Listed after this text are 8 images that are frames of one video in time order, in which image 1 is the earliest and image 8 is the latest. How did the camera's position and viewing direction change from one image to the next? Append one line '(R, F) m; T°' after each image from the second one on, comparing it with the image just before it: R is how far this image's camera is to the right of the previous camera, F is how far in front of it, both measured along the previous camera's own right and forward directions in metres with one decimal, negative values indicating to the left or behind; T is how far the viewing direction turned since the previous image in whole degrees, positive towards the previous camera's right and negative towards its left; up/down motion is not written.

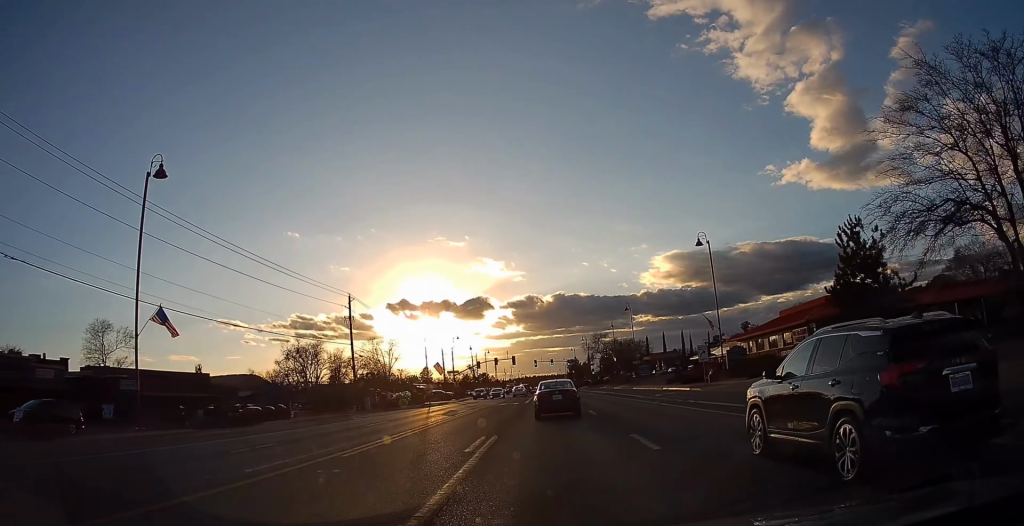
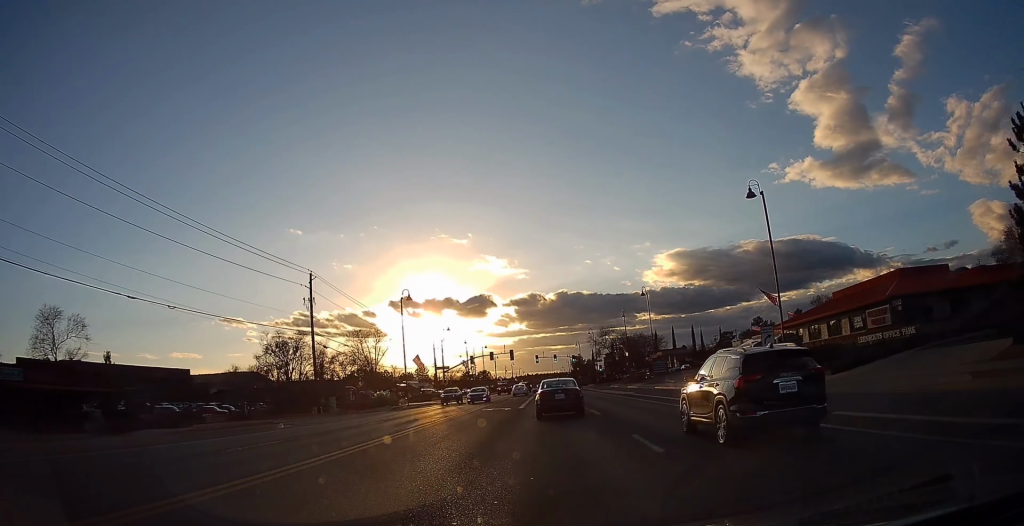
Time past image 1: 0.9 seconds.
(-0.1, +12.9) m; -2°
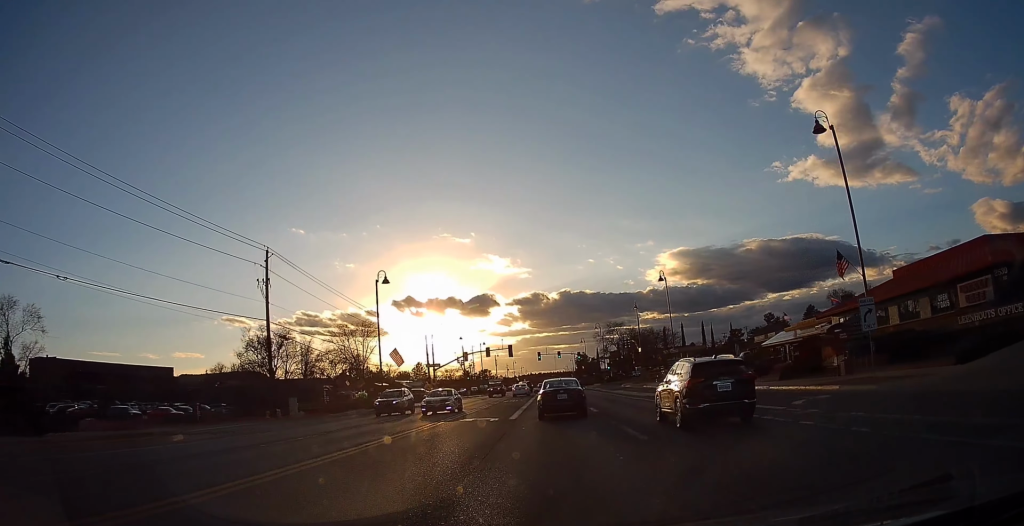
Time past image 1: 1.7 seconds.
(-0.2, +10.3) m; 0°
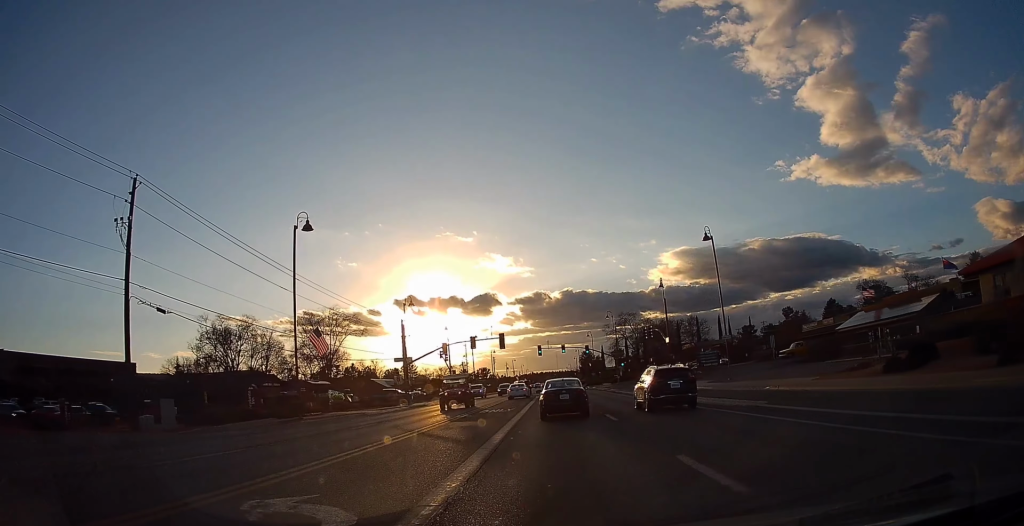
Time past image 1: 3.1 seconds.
(+0.4, +18.2) m; +2°
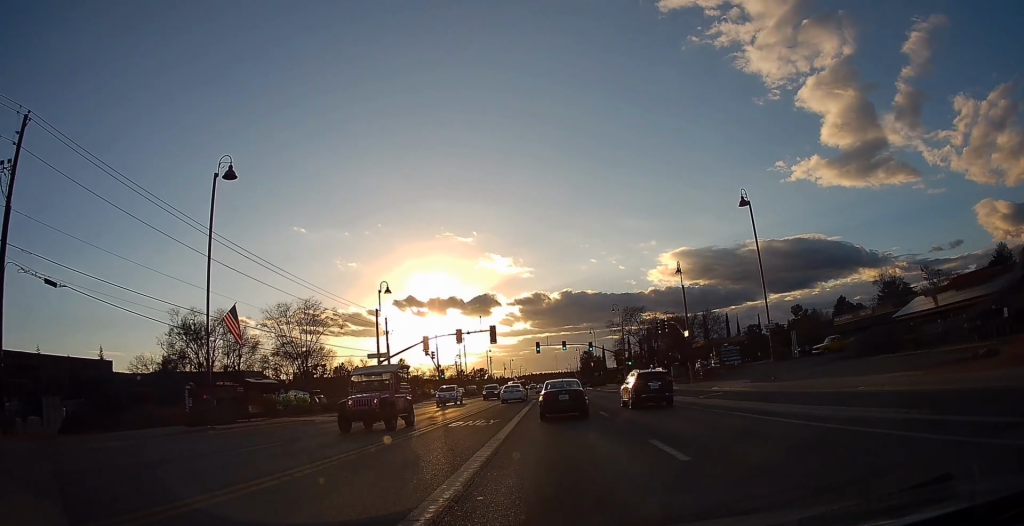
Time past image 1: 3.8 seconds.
(0.0, +9.4) m; -1°
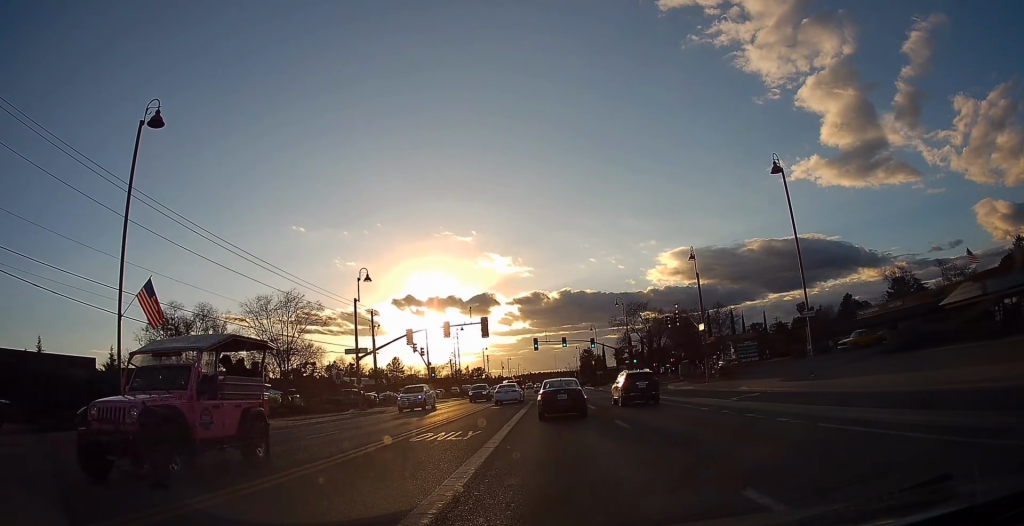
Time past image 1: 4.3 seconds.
(-0.1, +6.1) m; 0°
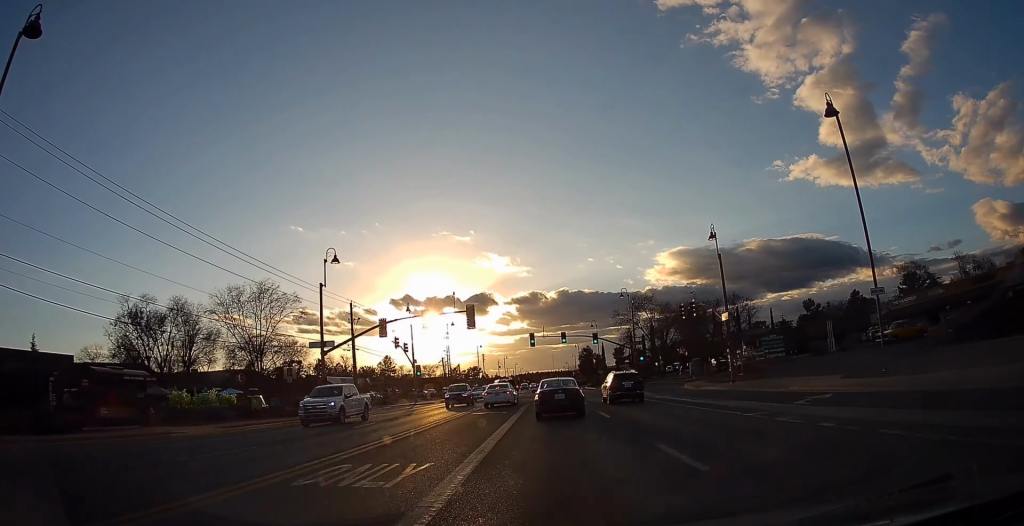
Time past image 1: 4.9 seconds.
(-0.2, +7.5) m; 0°
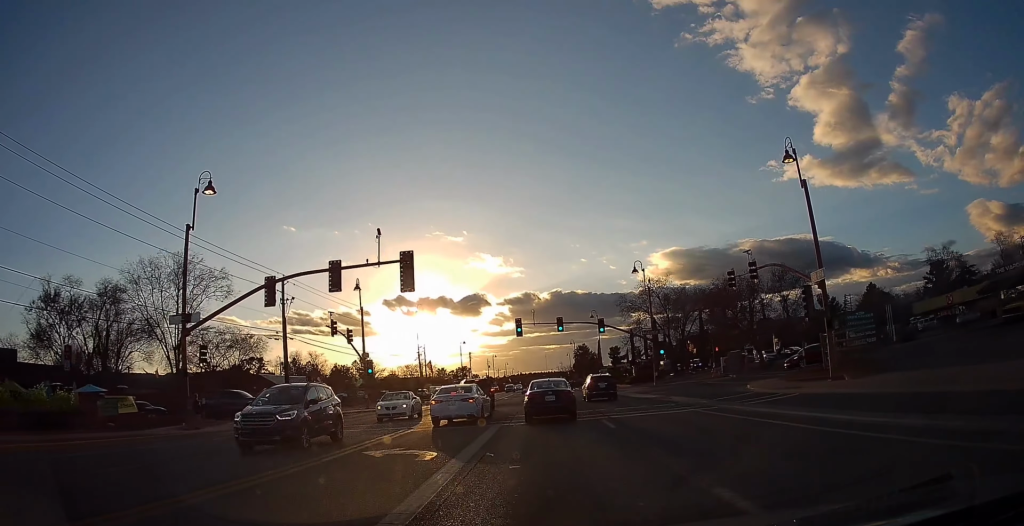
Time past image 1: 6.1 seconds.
(+0.3, +17.2) m; +2°
